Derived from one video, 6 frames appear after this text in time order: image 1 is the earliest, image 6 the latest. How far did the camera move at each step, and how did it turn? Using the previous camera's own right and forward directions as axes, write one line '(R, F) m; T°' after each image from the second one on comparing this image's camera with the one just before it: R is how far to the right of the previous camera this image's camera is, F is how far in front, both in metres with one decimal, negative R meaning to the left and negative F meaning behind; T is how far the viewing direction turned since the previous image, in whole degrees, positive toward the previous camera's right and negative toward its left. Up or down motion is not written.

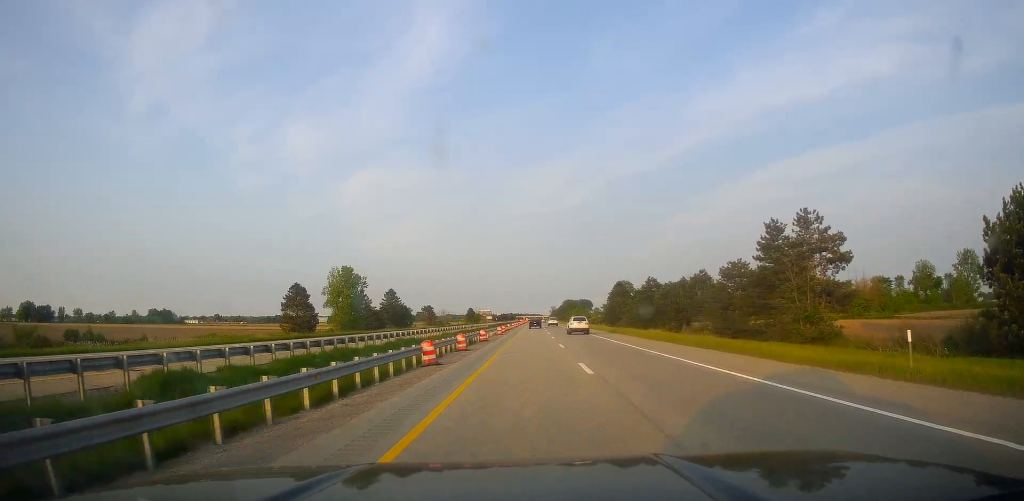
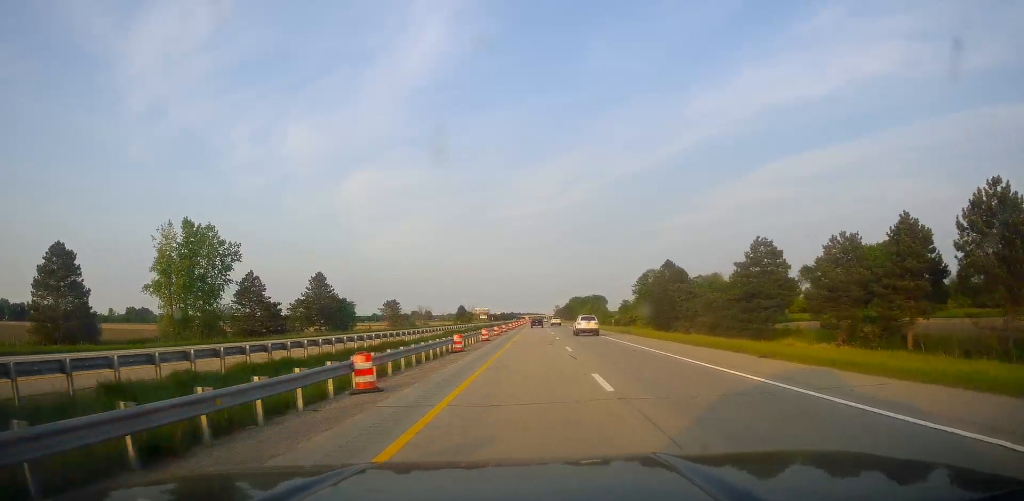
(-1.0, +64.7) m; -1°
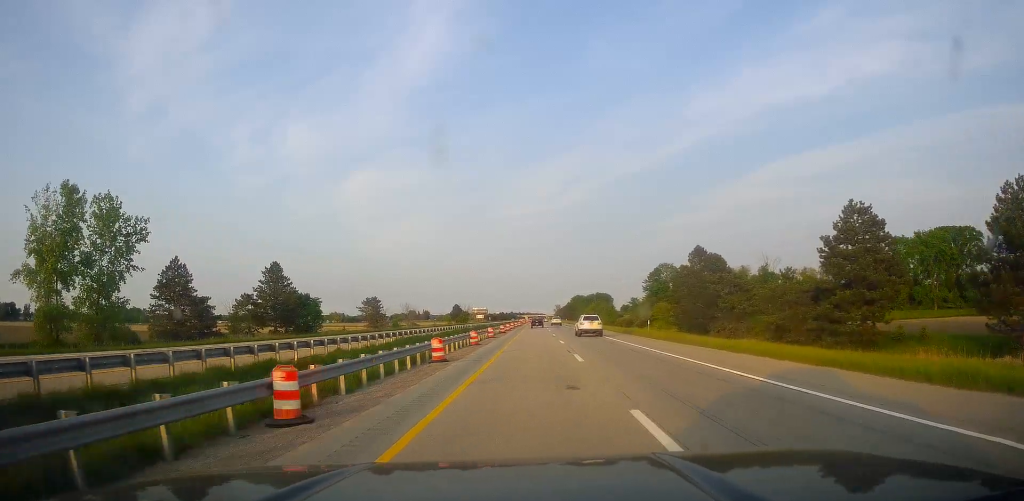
(-0.1, +22.0) m; +1°
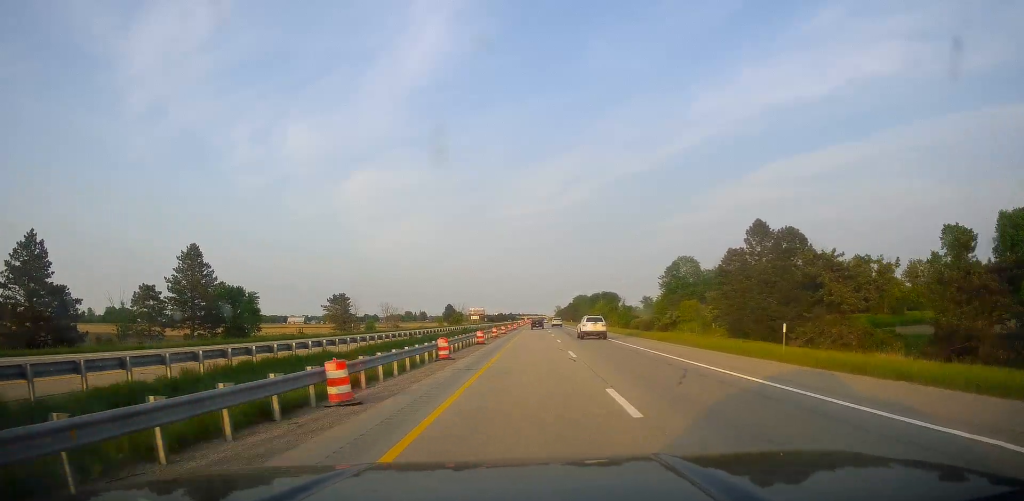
(+0.3, +26.6) m; 0°
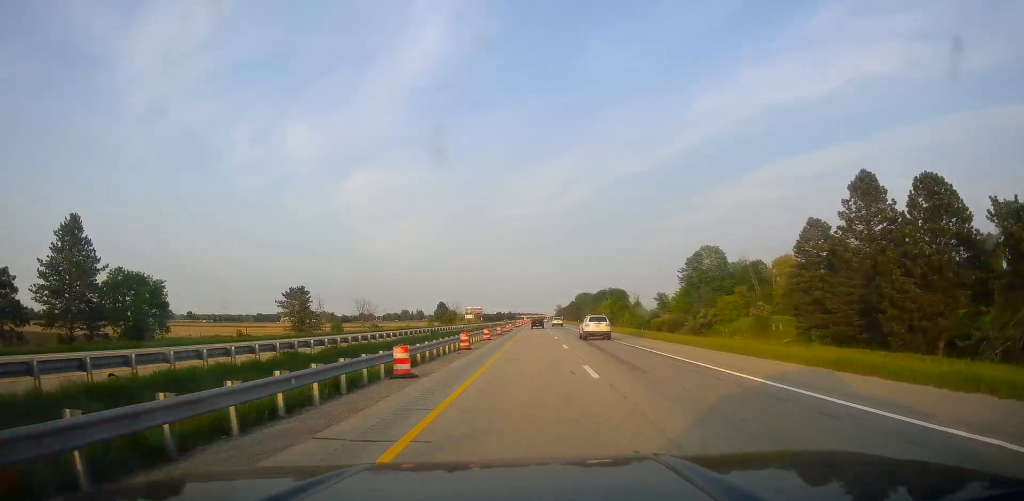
(+0.1, +24.3) m; 0°
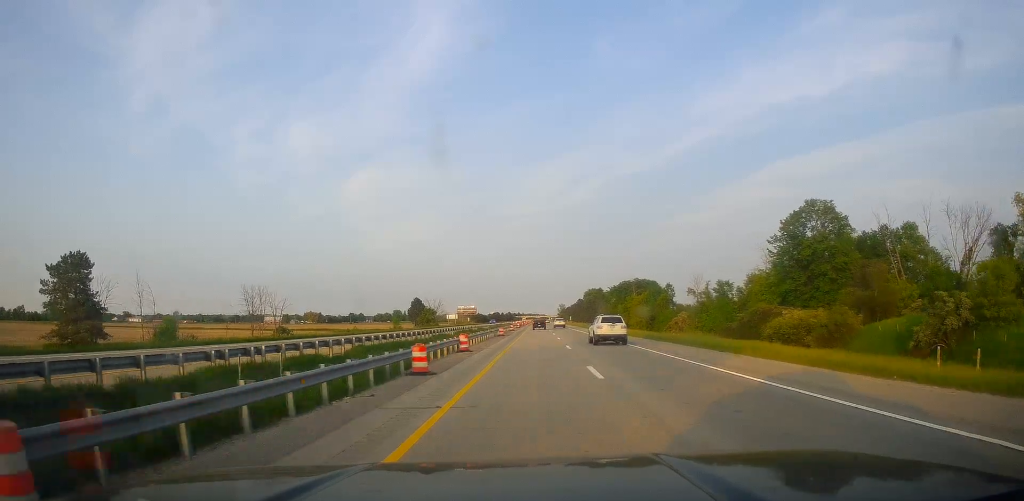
(-0.7, +60.3) m; -1°
